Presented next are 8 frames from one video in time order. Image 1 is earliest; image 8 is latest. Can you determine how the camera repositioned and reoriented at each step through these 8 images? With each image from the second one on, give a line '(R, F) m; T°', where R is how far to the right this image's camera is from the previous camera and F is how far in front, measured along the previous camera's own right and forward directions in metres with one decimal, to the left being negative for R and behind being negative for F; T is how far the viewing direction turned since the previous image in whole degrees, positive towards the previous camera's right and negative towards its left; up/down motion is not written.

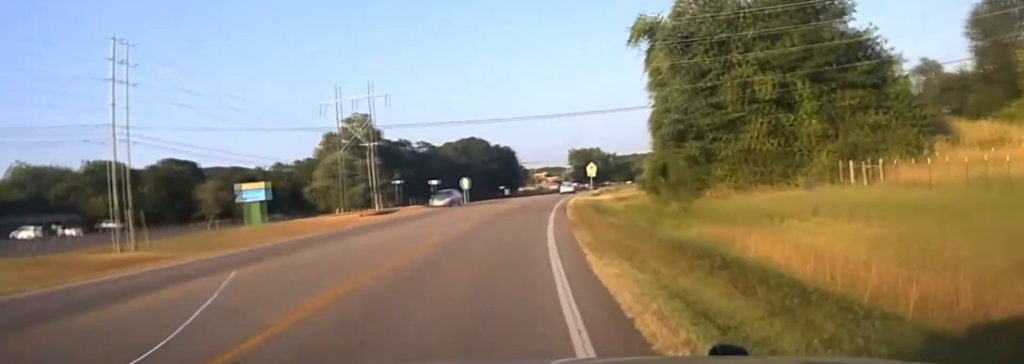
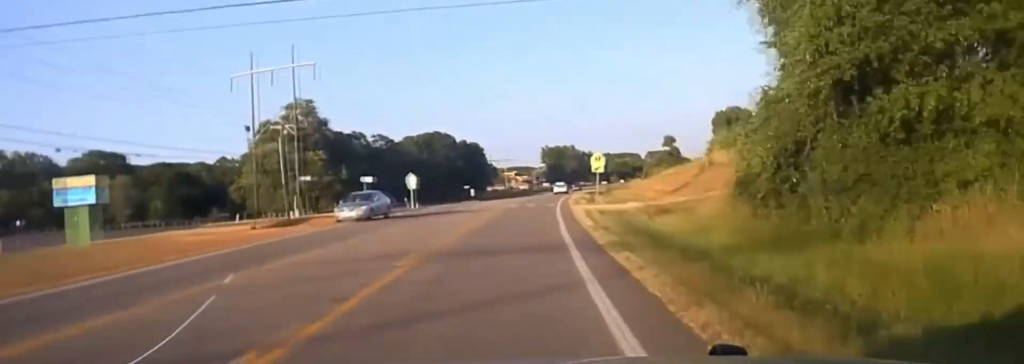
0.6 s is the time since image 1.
(+0.2, +29.6) m; +2°
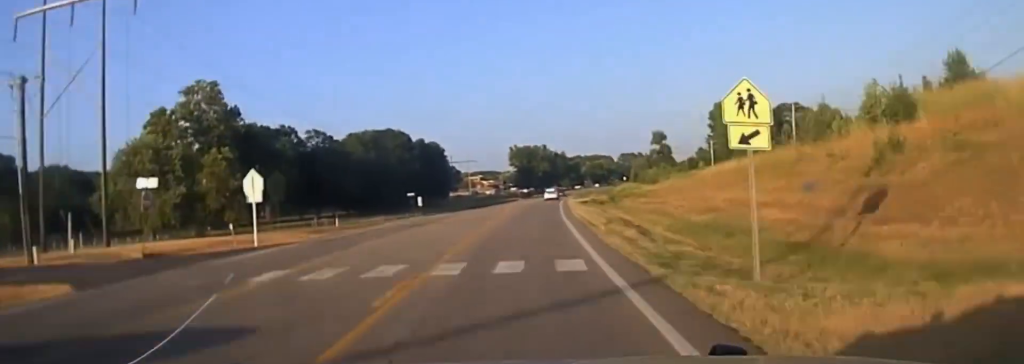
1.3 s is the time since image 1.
(+1.4, +40.3) m; +2°
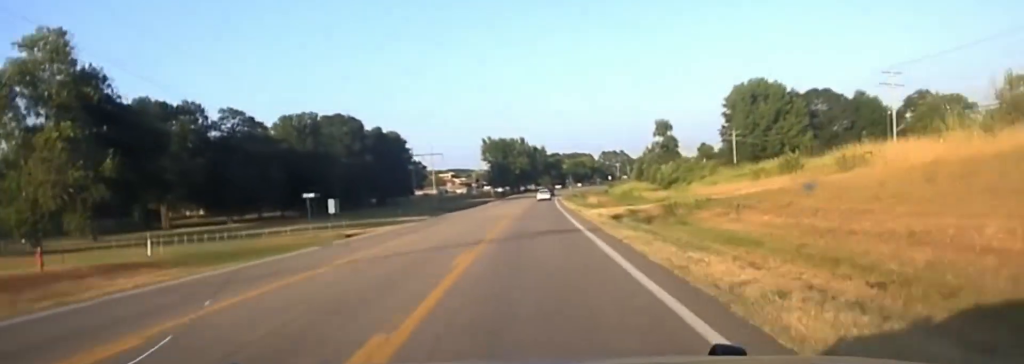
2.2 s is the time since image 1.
(+0.8, +44.1) m; +2°
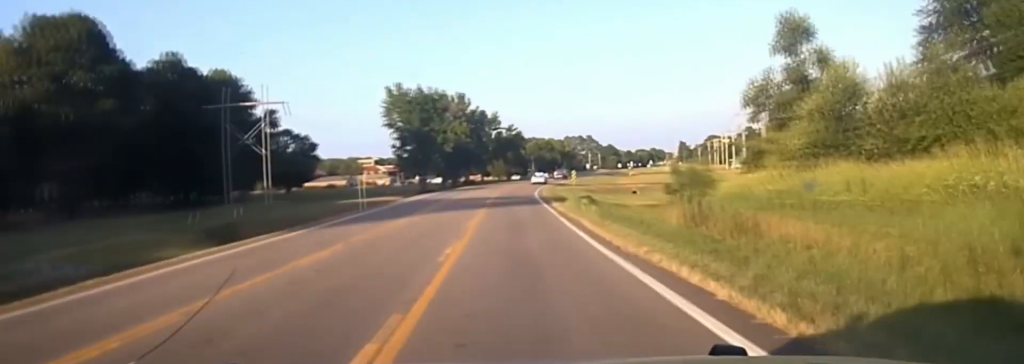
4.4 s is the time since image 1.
(+3.2, +121.3) m; +3°
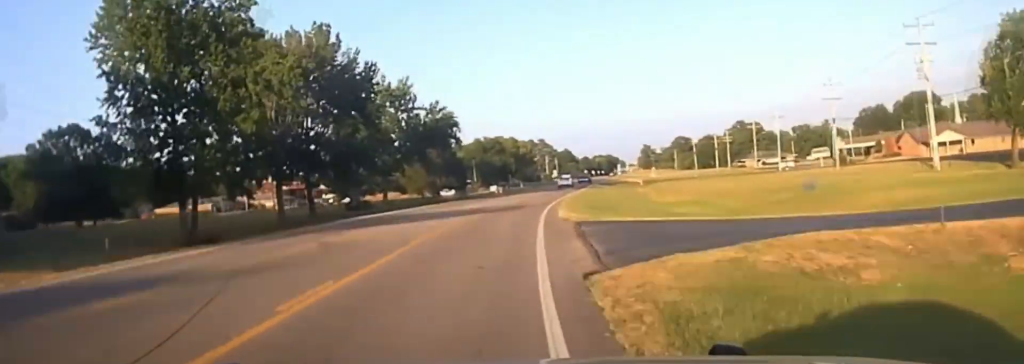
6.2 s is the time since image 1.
(+2.7, +93.3) m; +4°
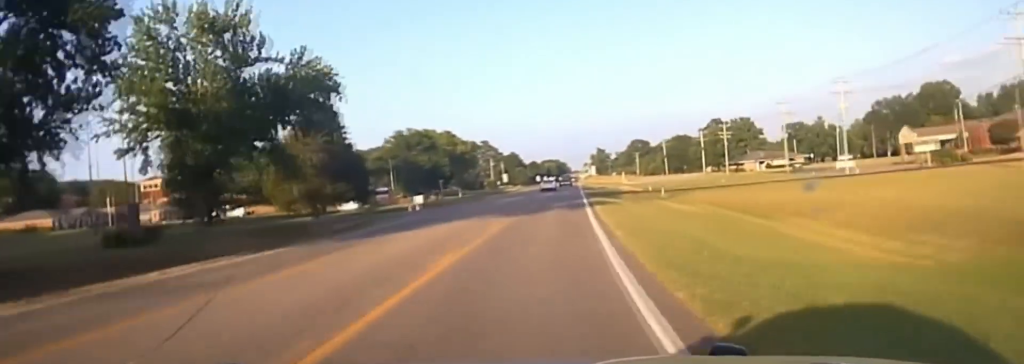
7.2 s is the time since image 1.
(+1.5, +55.5) m; +3°
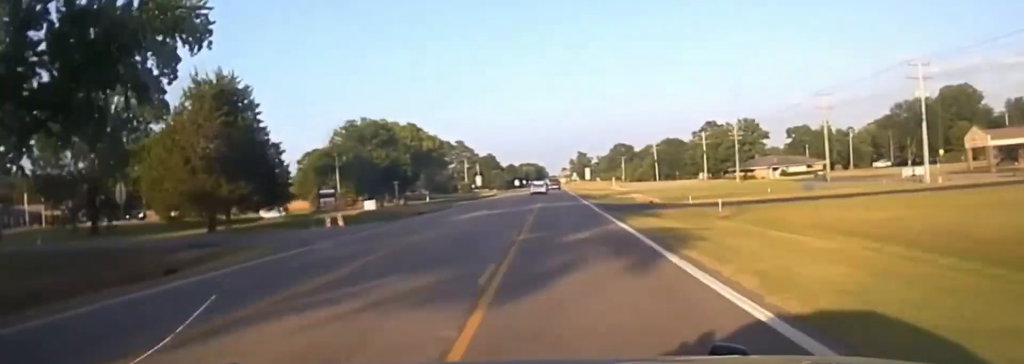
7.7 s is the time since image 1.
(+0.4, +28.5) m; +2°
